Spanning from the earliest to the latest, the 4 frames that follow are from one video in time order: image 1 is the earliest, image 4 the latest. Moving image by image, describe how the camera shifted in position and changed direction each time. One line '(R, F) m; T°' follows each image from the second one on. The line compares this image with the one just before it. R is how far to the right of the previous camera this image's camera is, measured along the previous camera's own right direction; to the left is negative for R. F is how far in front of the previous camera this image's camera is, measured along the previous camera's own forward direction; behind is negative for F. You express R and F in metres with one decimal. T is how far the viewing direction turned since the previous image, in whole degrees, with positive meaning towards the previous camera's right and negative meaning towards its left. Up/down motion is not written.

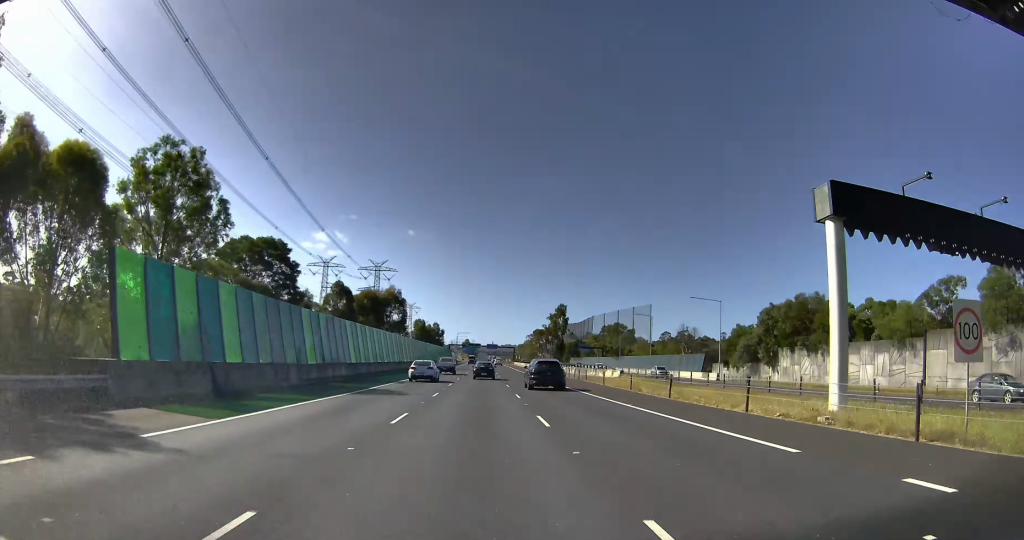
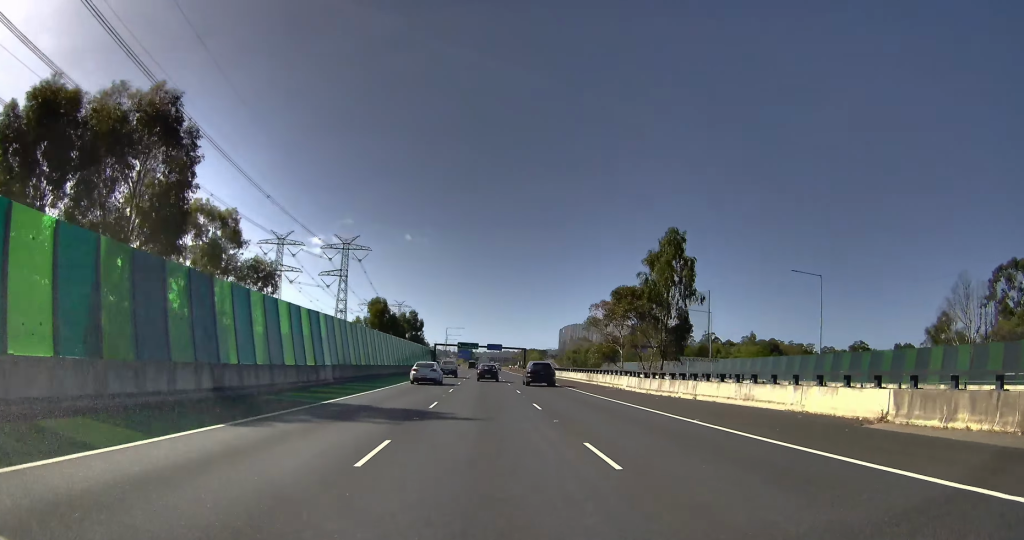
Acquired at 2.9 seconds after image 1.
(-1.8, +96.5) m; -2°
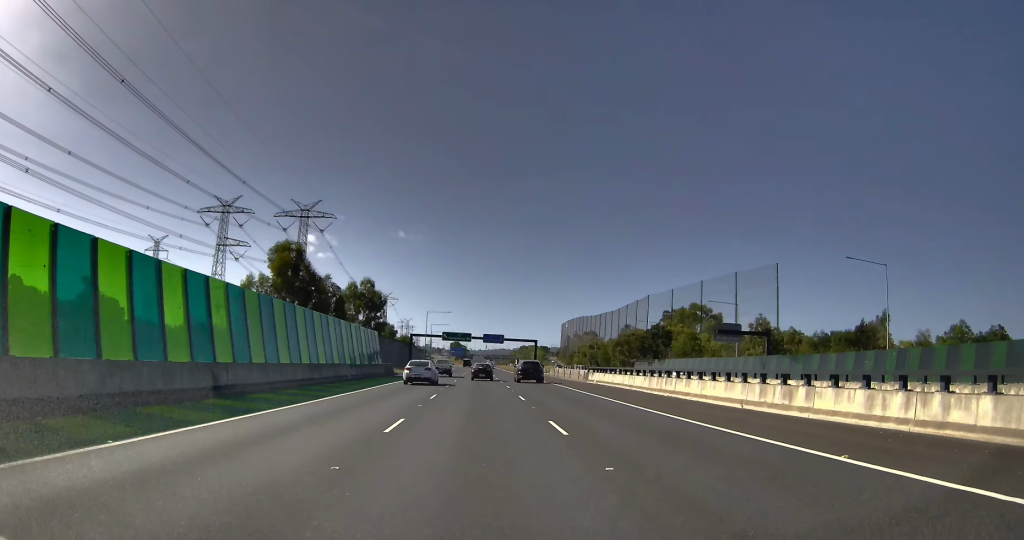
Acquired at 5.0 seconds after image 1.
(0.0, +64.9) m; +1°
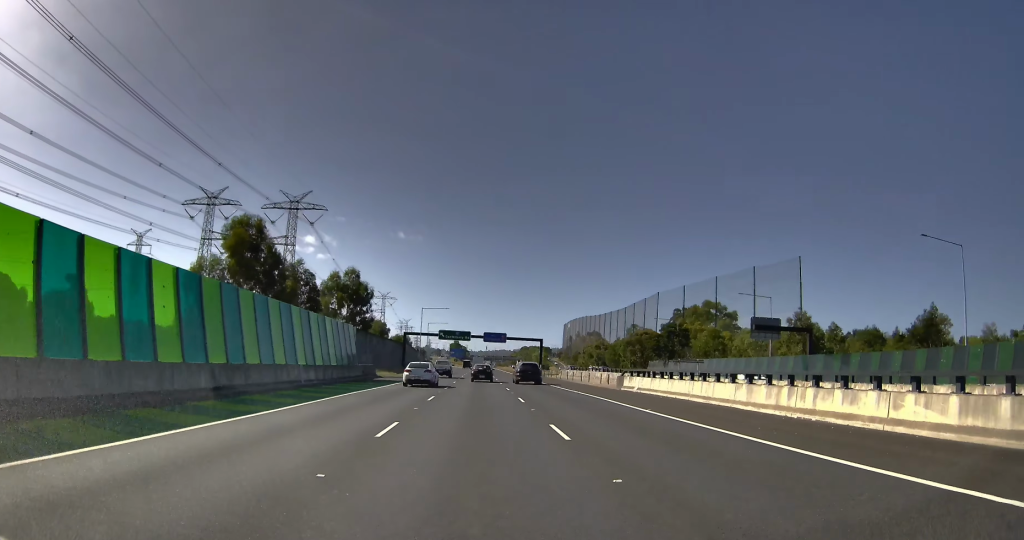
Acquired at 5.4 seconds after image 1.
(+0.1, +13.2) m; 0°
